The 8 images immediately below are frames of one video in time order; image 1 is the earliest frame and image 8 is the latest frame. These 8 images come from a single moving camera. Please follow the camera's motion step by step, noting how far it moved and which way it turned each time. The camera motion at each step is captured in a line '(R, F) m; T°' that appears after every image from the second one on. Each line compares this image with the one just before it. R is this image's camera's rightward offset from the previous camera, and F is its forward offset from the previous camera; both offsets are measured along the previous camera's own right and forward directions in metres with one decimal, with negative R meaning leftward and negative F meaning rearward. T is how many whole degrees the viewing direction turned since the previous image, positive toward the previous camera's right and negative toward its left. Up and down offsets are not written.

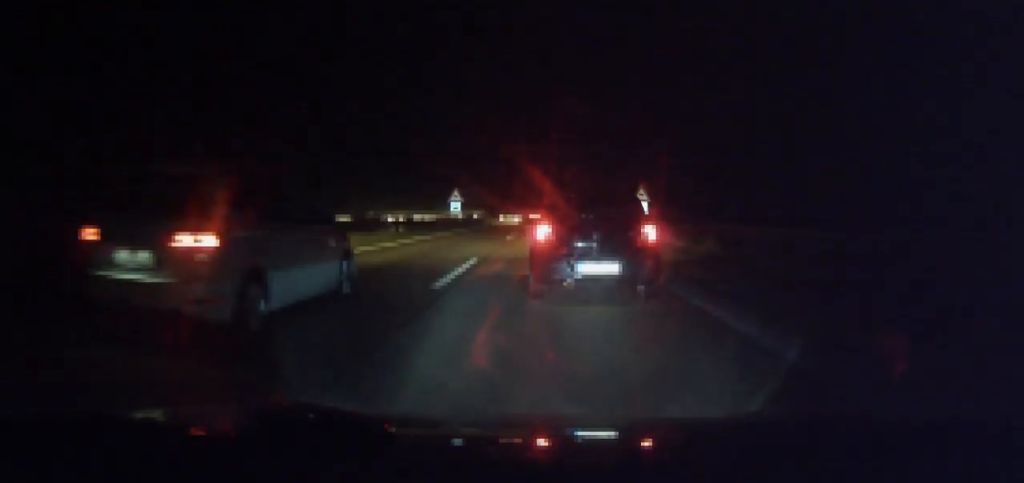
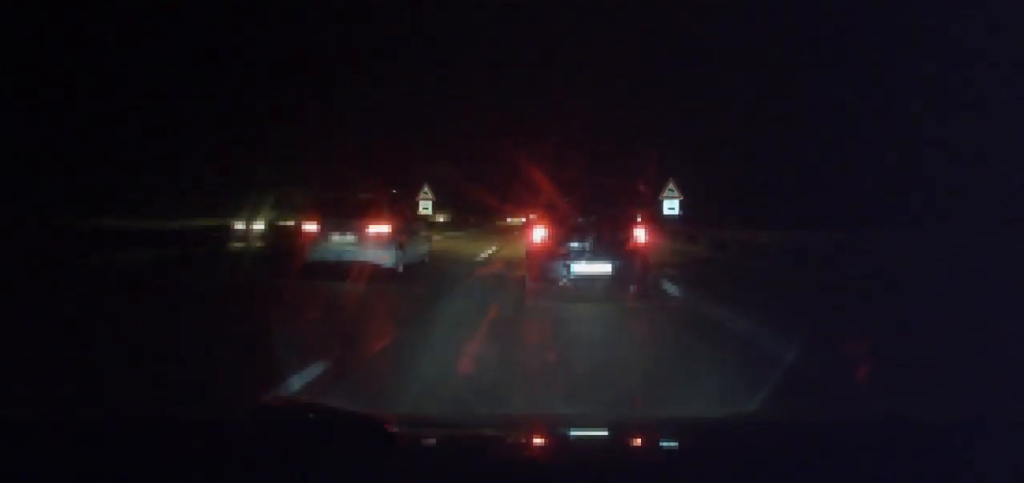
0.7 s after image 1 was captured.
(0.0, +10.8) m; 0°
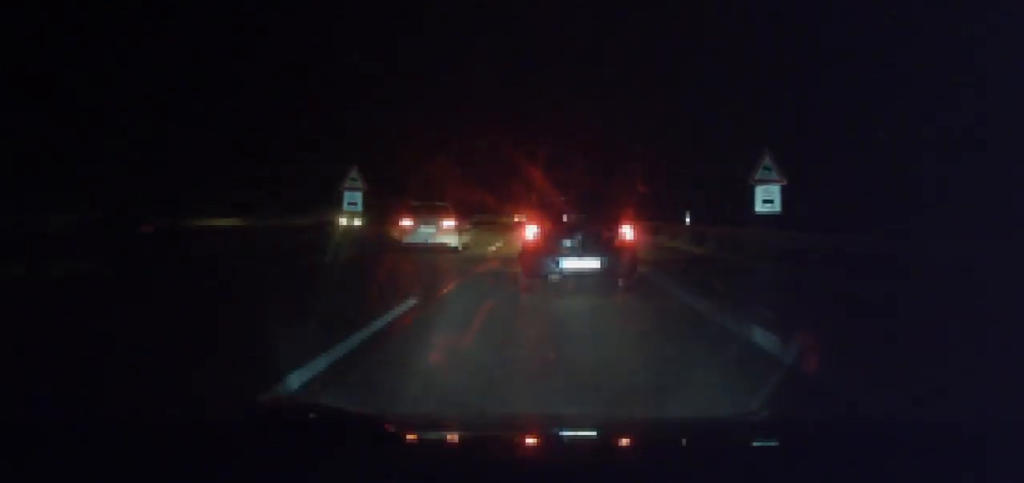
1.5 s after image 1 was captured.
(0.0, +13.4) m; 0°
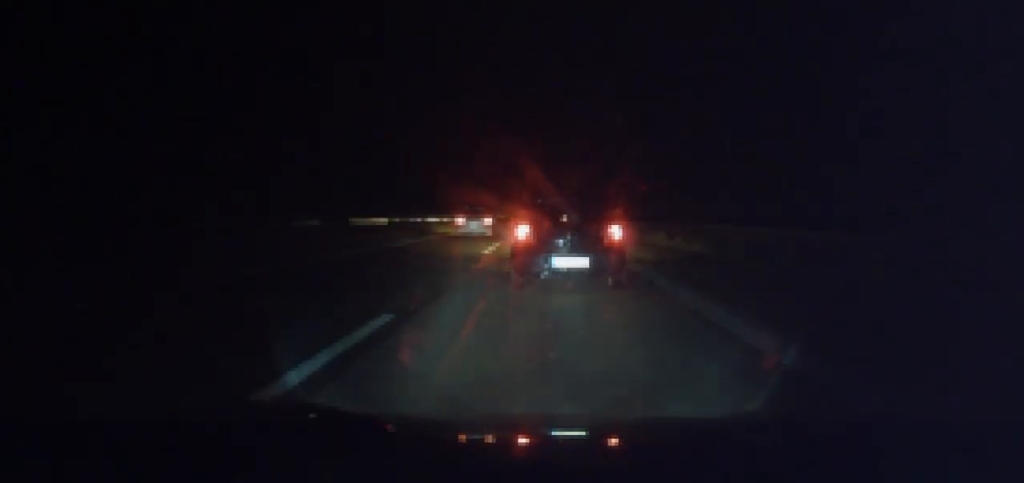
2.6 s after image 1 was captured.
(+0.1, +17.5) m; +1°
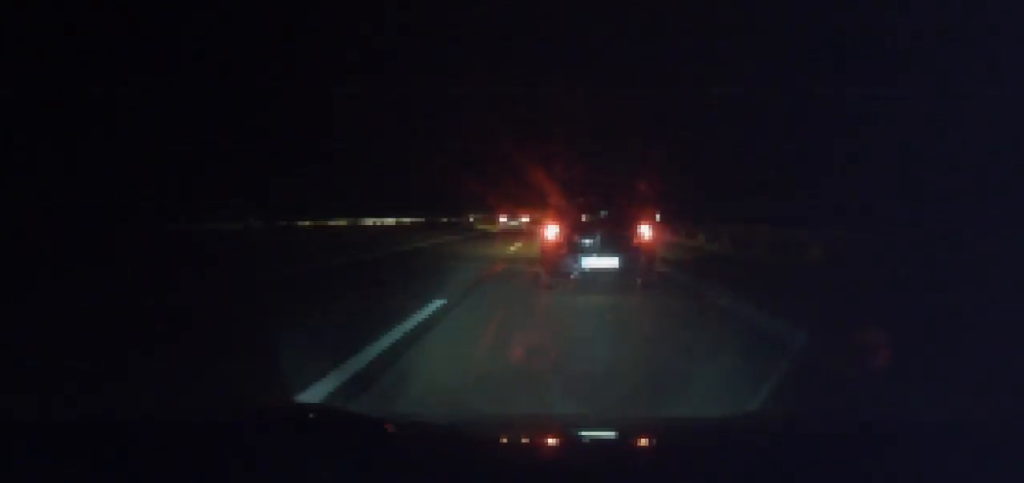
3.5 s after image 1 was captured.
(+0.2, +14.9) m; 0°
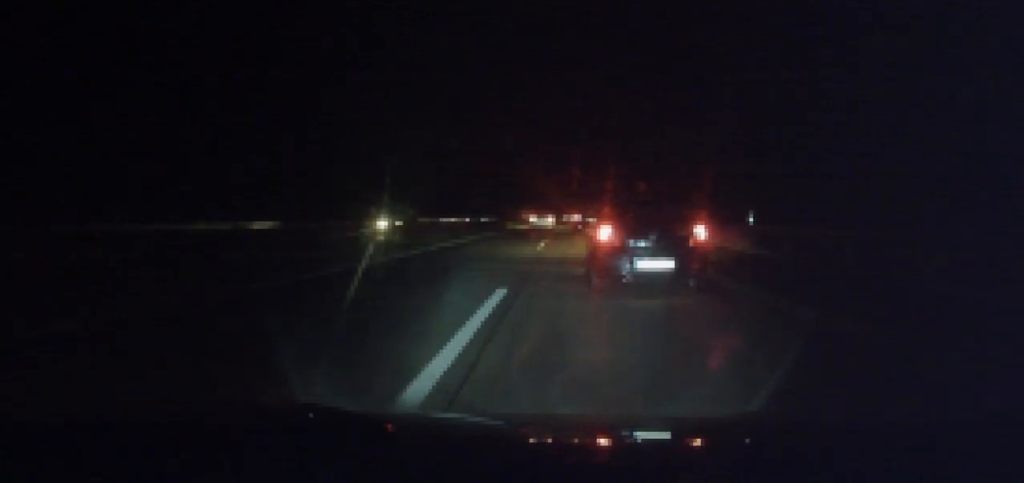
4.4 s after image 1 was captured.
(0.0, +14.7) m; 0°
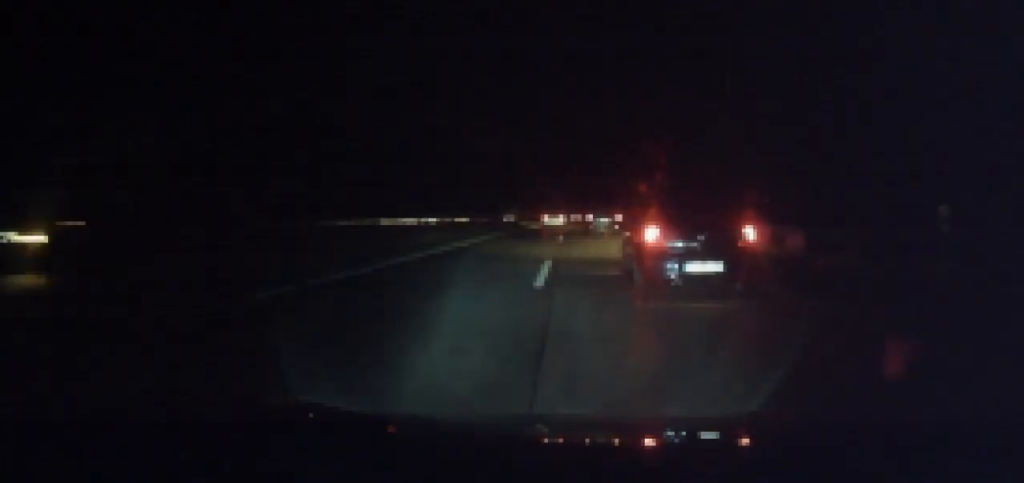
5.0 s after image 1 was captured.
(-0.1, +10.1) m; 0°
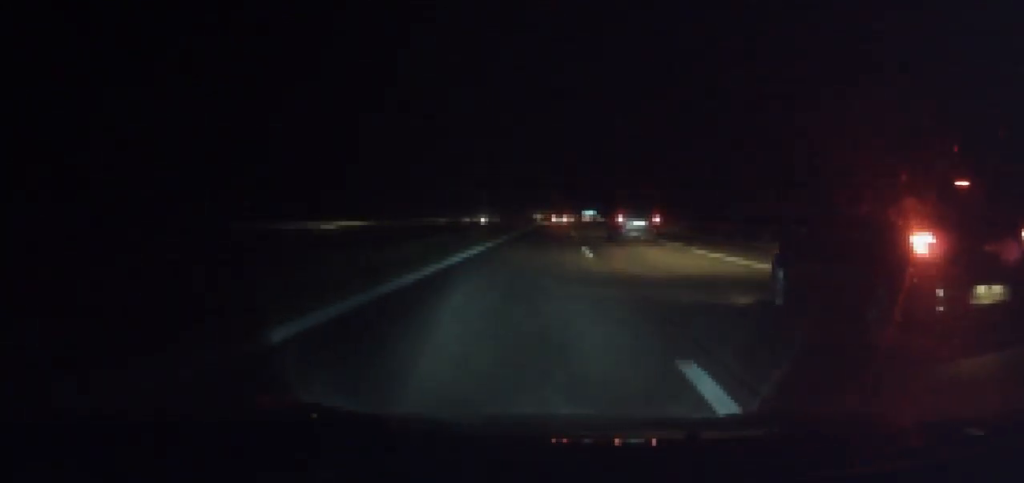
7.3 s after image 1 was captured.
(-0.3, +43.2) m; 0°
